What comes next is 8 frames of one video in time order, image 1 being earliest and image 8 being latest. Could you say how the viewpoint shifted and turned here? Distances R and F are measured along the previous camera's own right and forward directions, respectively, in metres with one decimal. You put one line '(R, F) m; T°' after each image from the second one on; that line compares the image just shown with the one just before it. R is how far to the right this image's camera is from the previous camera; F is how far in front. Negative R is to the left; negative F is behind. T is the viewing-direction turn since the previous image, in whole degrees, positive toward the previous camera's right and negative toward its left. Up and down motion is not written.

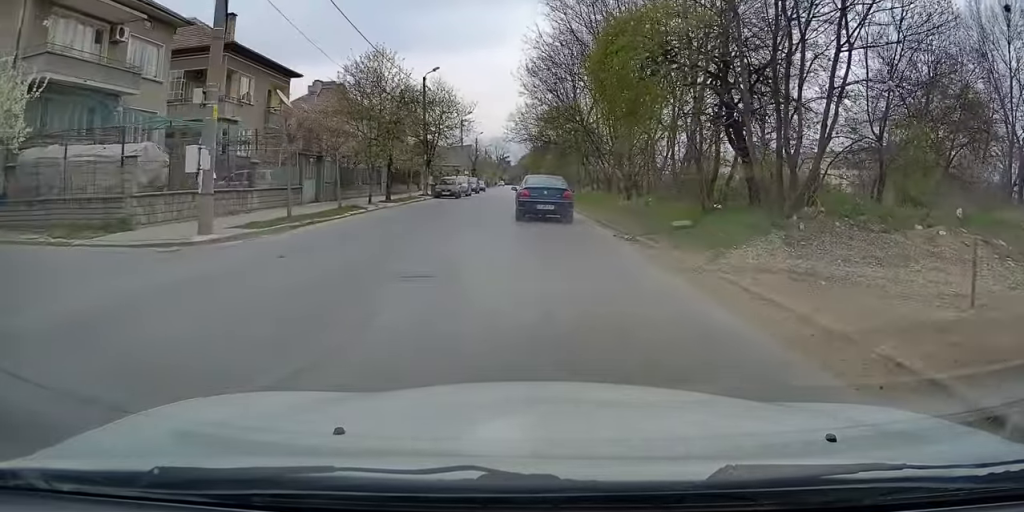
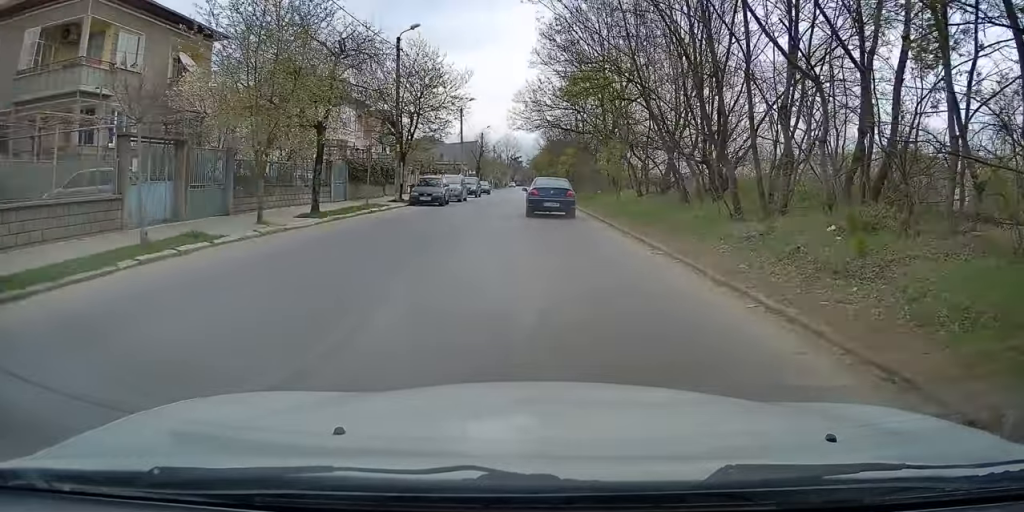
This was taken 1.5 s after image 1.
(+0.4, +13.3) m; +4°
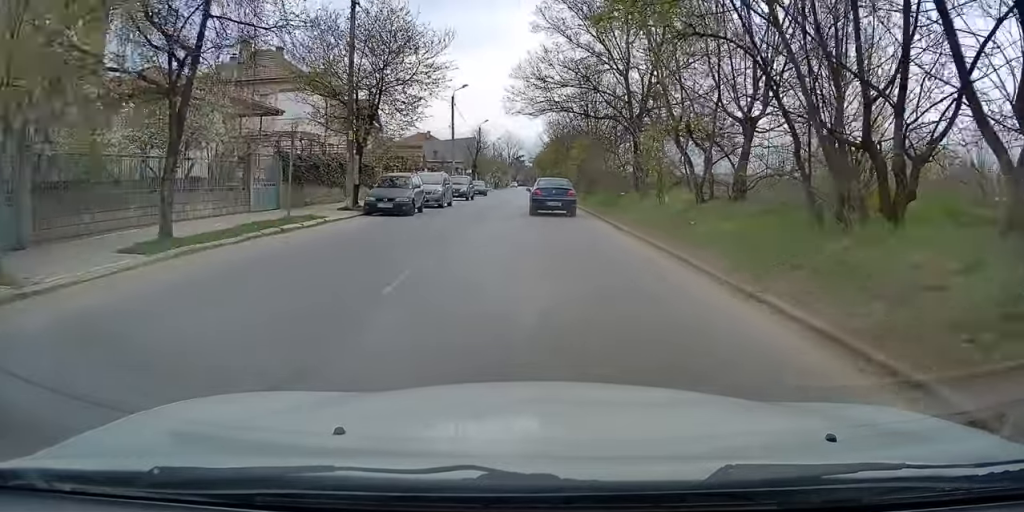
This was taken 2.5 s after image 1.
(0.0, +9.3) m; -1°
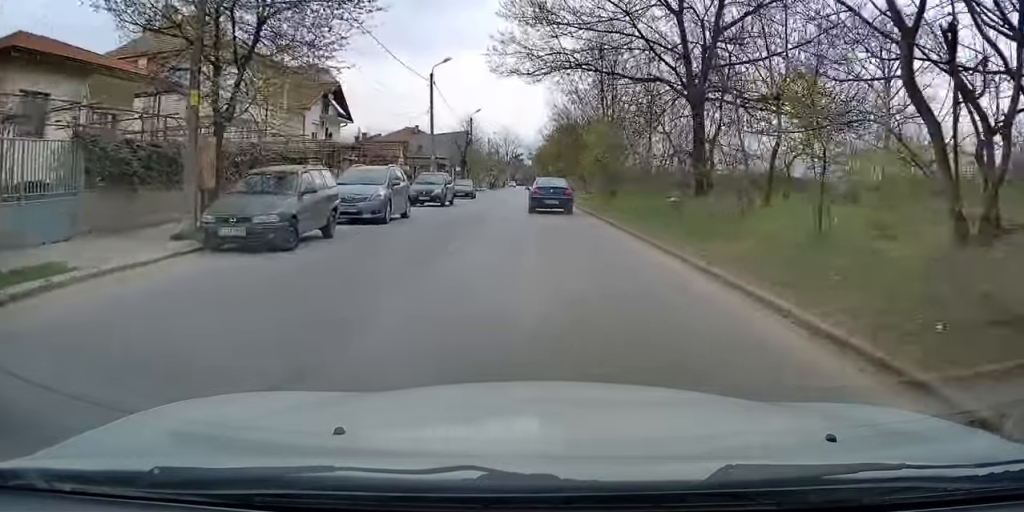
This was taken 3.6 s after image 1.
(-0.3, +11.6) m; +1°
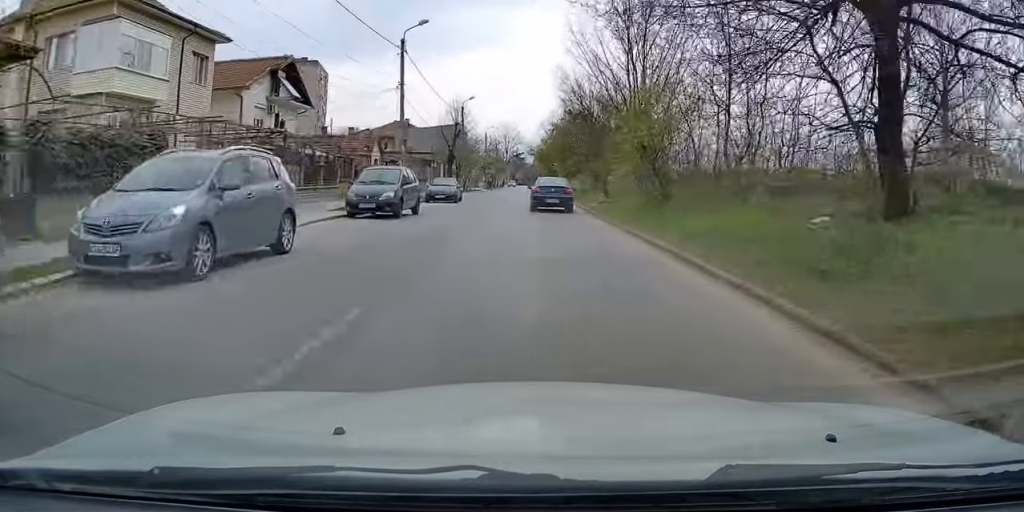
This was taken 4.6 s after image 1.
(+0.5, +10.7) m; -1°
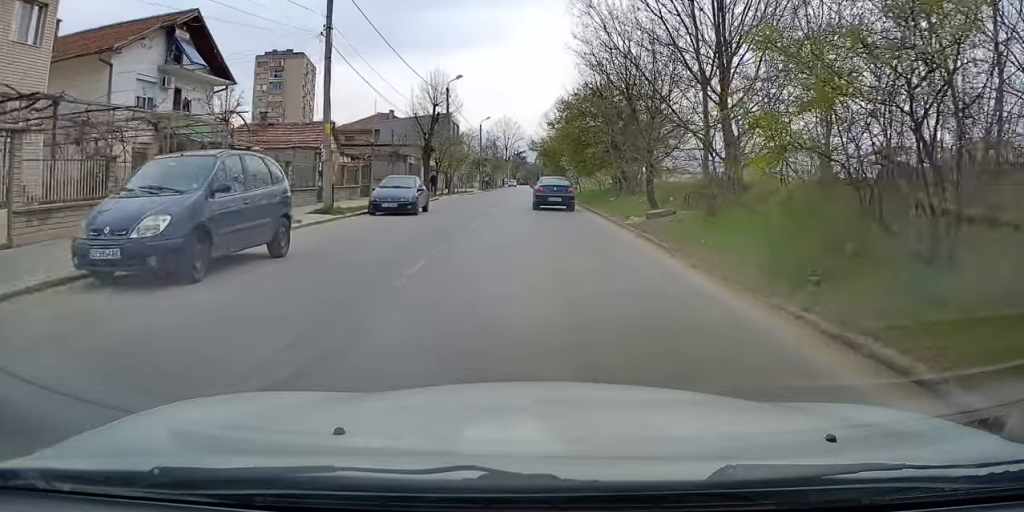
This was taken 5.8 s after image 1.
(-0.8, +12.6) m; -4°
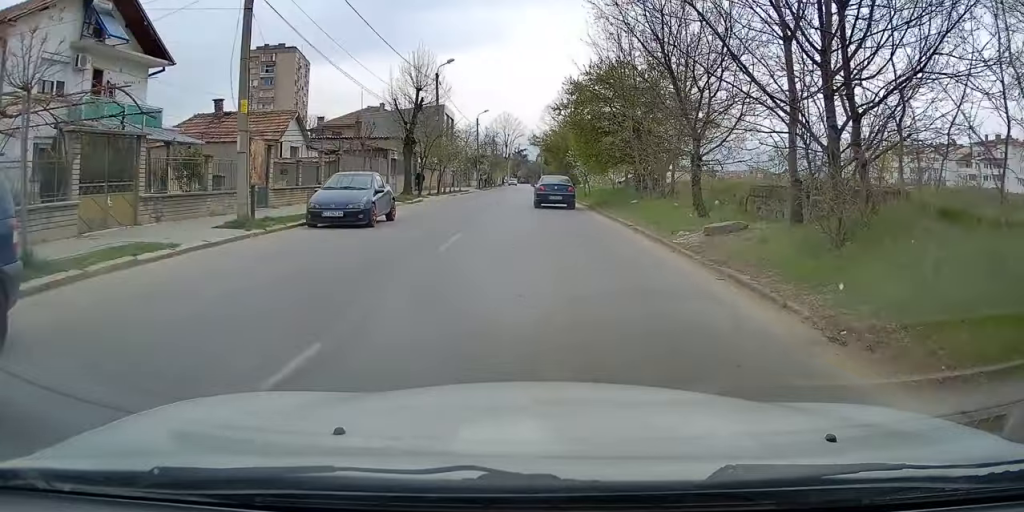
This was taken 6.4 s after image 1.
(+0.1, +6.3) m; +1°
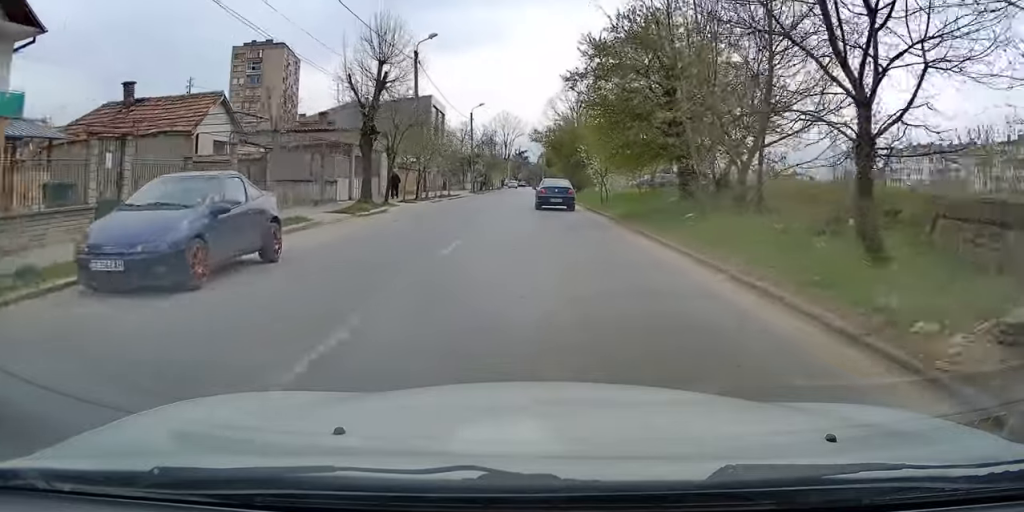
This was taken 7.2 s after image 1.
(+0.1, +8.7) m; +2°
